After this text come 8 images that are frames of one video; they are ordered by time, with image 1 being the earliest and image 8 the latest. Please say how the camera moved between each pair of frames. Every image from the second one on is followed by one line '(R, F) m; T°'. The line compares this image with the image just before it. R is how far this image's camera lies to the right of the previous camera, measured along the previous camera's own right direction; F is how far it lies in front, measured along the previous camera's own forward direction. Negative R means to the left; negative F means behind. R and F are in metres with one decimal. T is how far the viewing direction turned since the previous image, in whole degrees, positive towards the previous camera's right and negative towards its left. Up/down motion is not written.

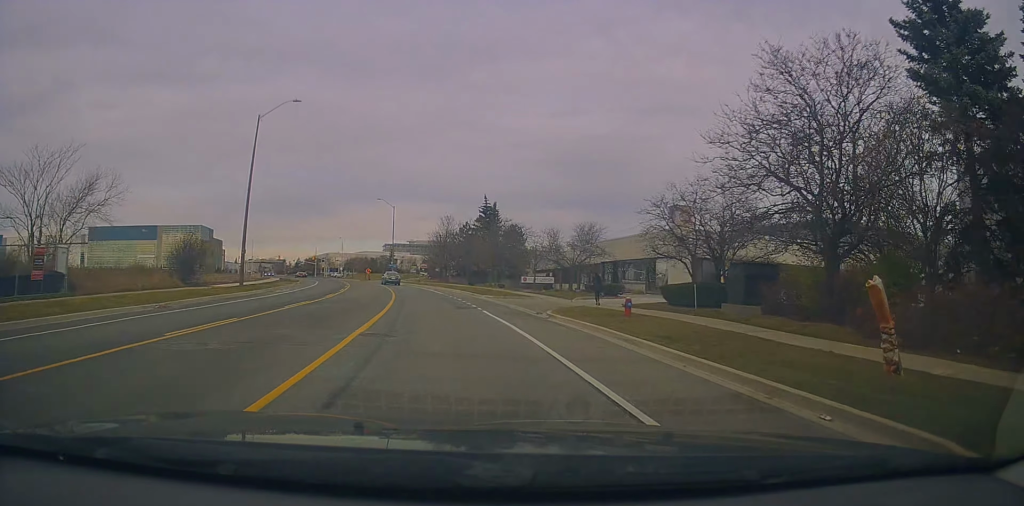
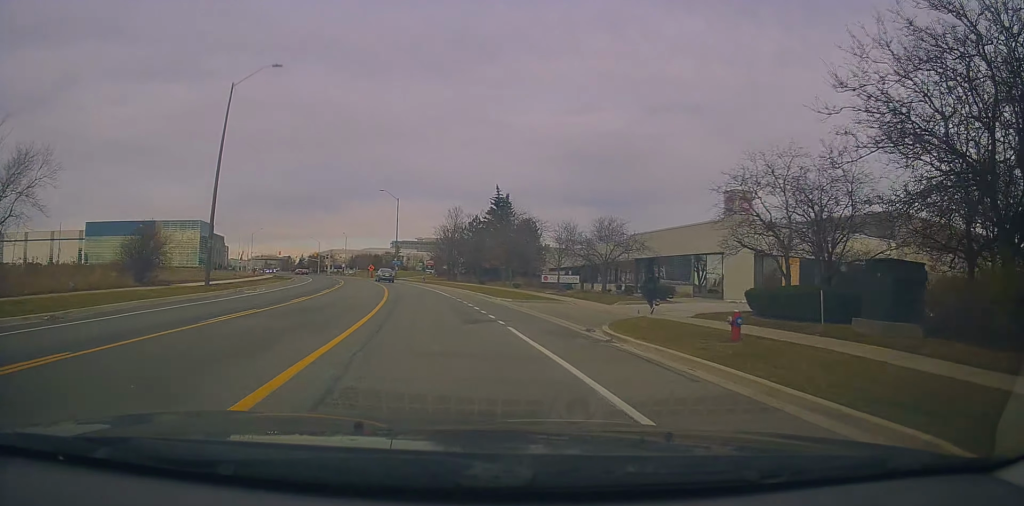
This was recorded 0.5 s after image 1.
(-0.1, +7.5) m; 0°
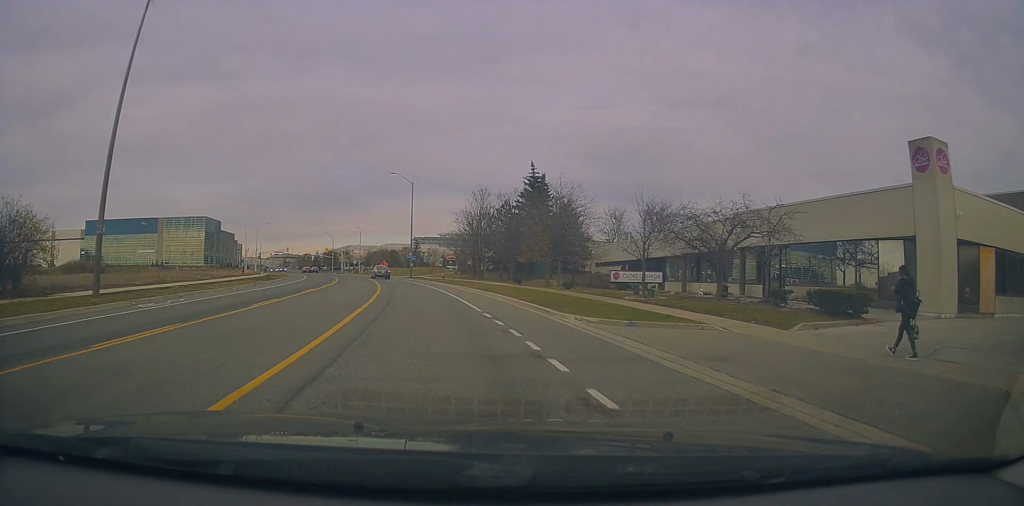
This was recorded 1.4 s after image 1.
(+0.1, +13.9) m; -1°
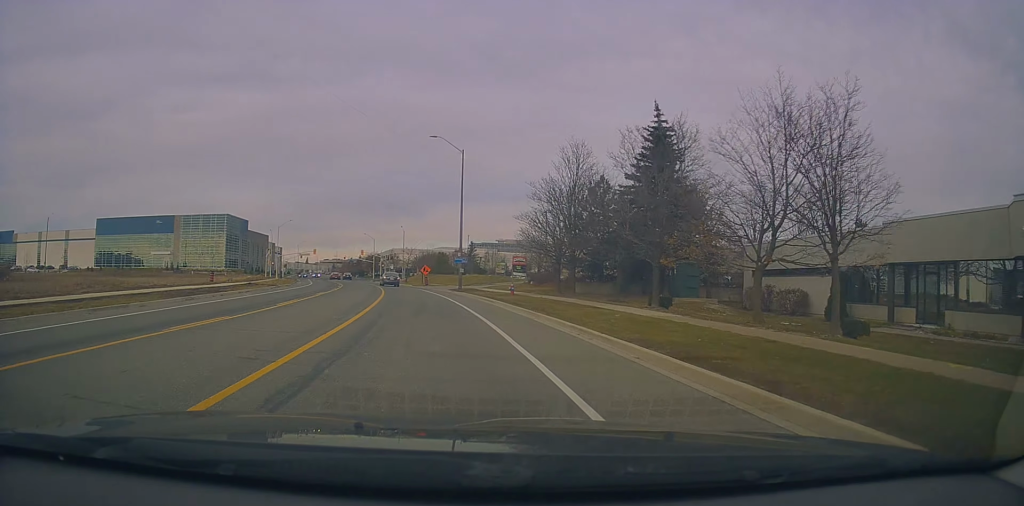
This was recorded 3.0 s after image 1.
(-1.2, +24.5) m; -6°
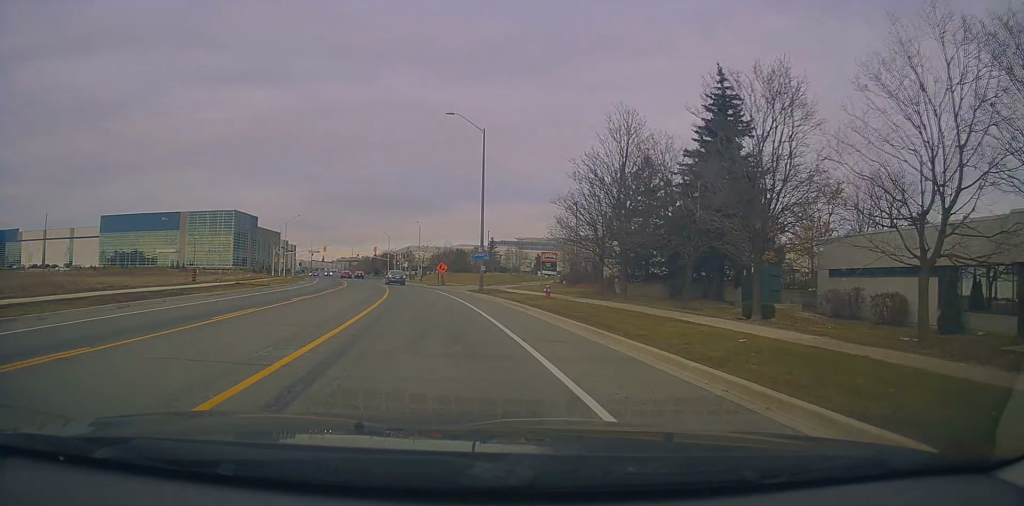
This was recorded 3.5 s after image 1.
(-0.2, +7.3) m; -1°
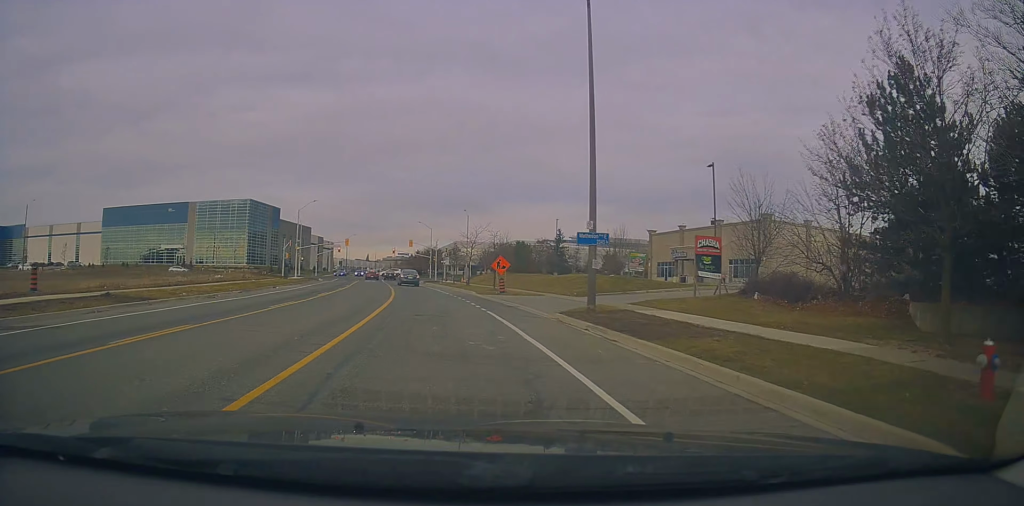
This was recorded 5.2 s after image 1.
(-1.0, +23.7) m; -5°
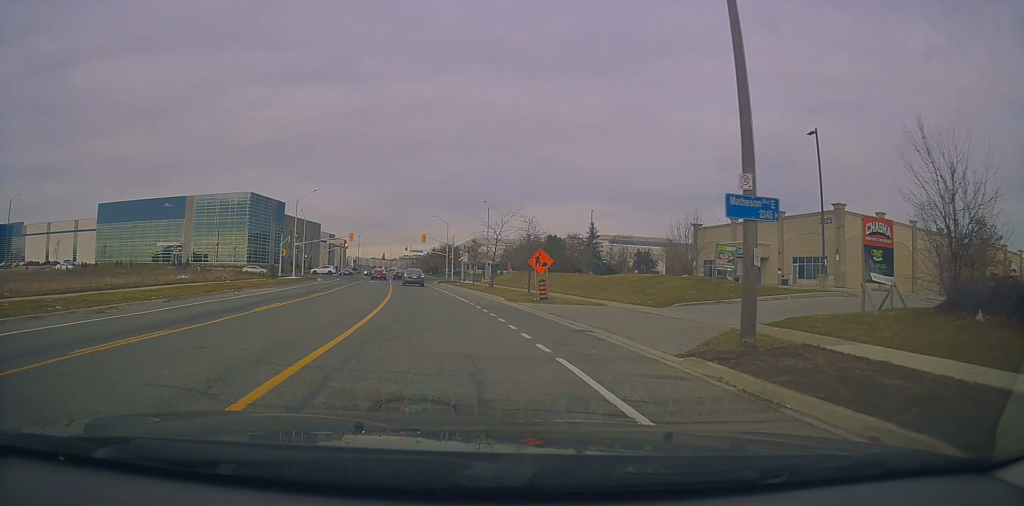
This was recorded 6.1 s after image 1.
(-0.2, +11.1) m; -1°
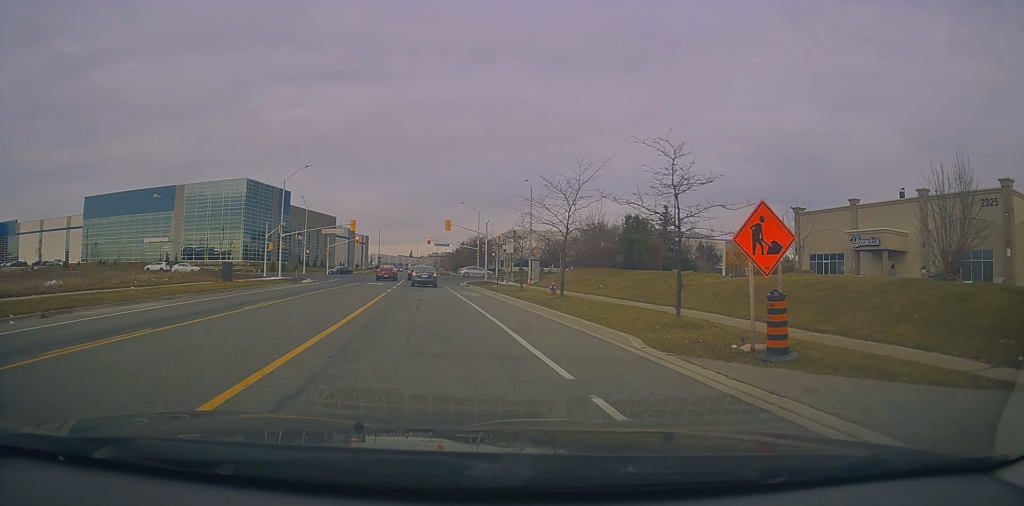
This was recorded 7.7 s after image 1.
(-0.5, +19.8) m; -4°
